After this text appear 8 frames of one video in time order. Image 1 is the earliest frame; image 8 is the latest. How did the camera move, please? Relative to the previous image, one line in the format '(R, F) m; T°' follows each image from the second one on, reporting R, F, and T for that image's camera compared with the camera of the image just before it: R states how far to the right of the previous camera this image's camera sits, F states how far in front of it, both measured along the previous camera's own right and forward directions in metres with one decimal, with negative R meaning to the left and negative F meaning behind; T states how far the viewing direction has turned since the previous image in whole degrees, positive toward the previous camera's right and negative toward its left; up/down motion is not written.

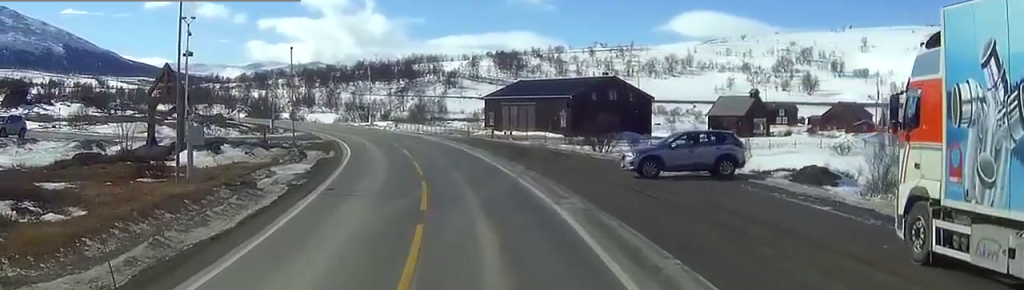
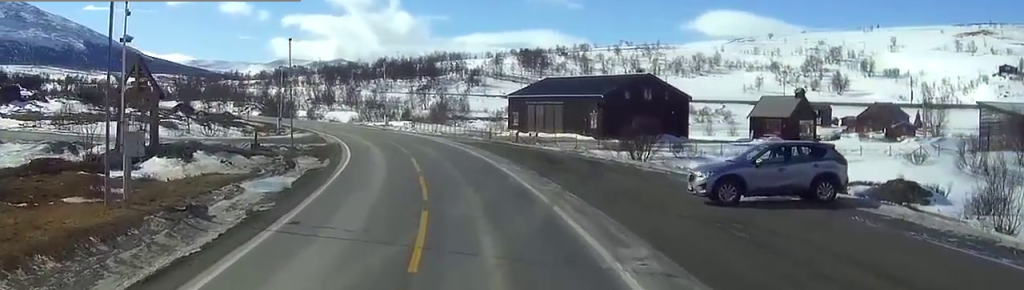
(-0.1, +9.0) m; -1°
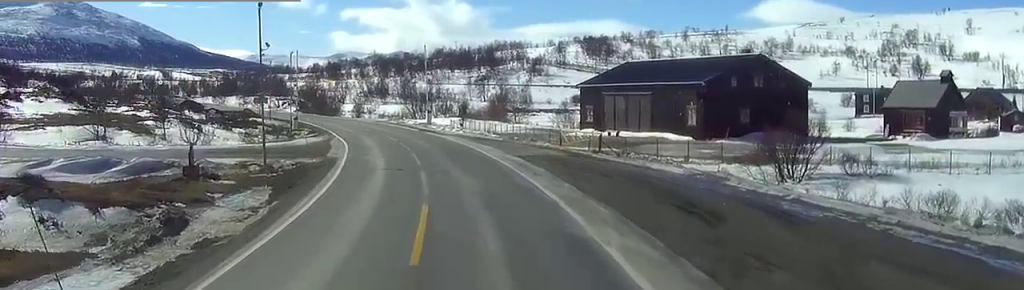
(-0.7, +23.5) m; -3°
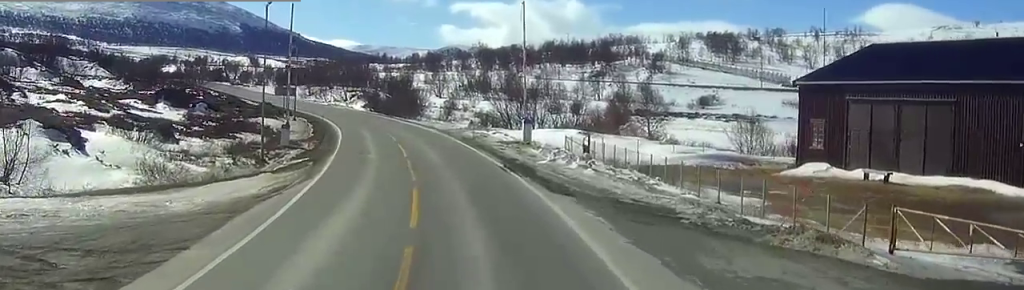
(-3.0, +43.5) m; -7°
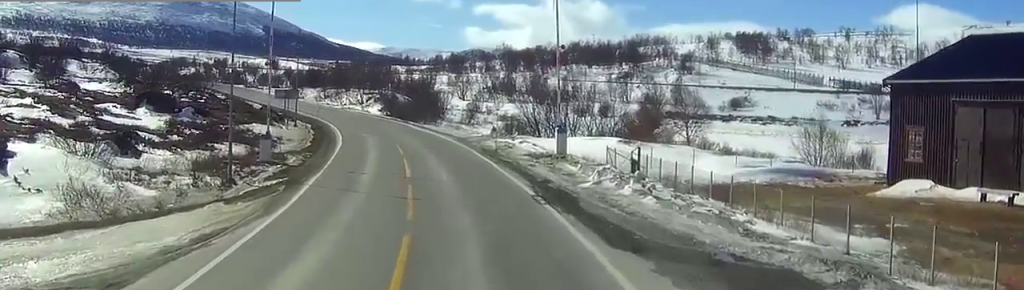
(+0.1, +10.1) m; -1°
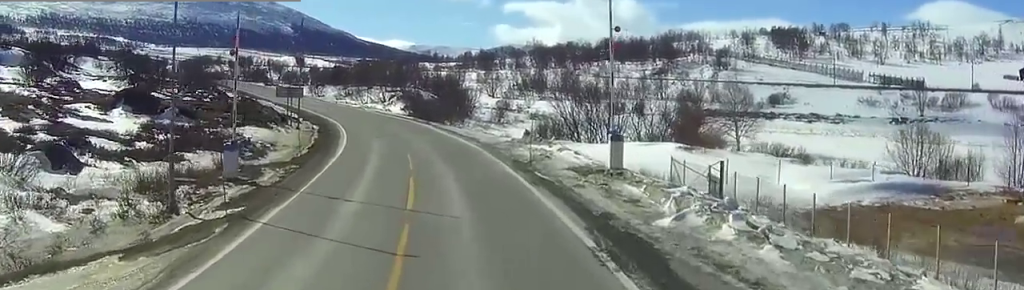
(-0.2, +10.6) m; -1°
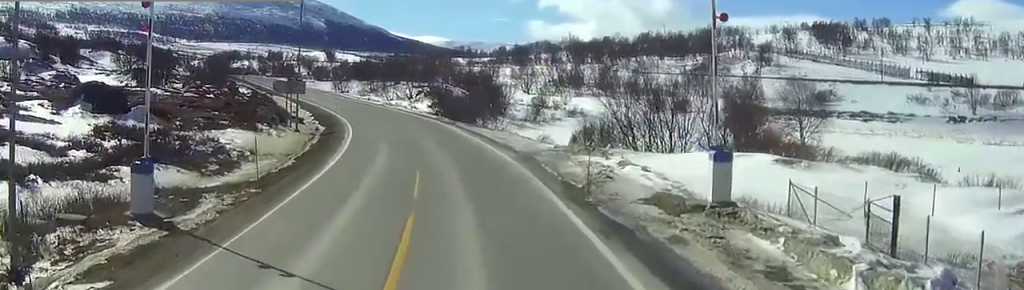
(-0.4, +12.1) m; -2°
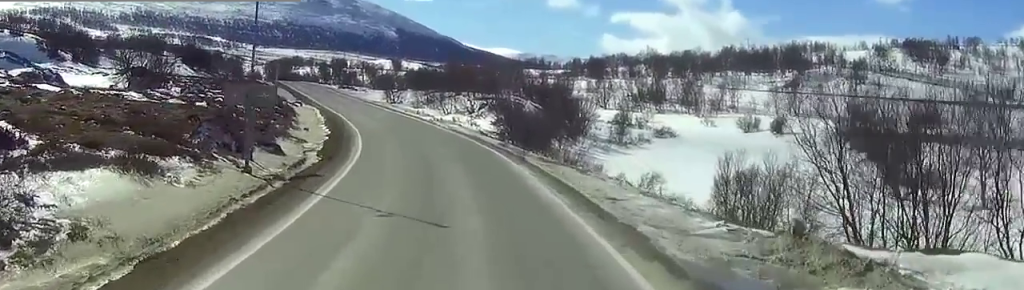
(-0.4, +26.3) m; -3°
